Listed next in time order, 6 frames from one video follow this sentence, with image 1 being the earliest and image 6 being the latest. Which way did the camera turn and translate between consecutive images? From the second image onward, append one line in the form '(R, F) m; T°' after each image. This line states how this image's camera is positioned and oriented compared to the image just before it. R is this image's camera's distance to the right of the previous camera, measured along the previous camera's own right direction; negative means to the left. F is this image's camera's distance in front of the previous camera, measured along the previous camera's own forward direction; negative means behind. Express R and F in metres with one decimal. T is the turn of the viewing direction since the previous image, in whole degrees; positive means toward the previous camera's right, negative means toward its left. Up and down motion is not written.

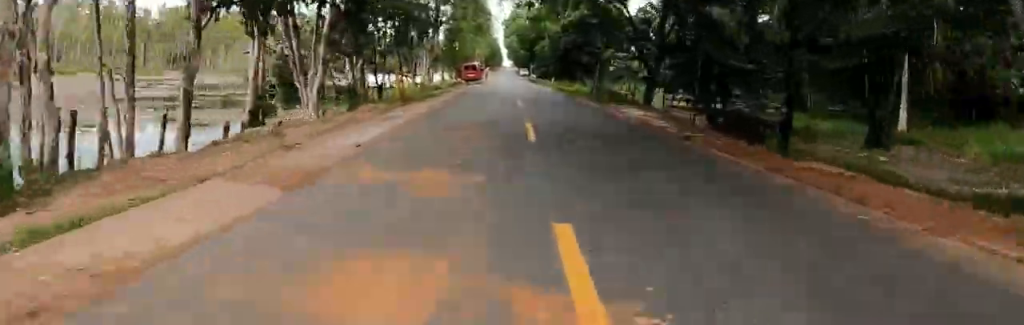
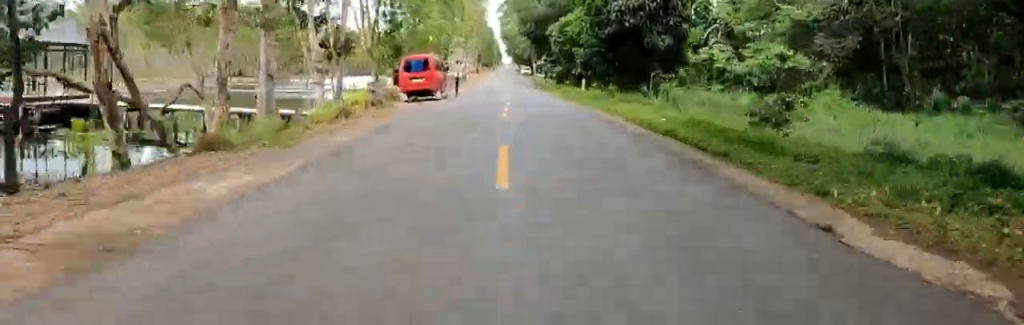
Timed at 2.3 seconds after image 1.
(0.0, +28.5) m; 0°
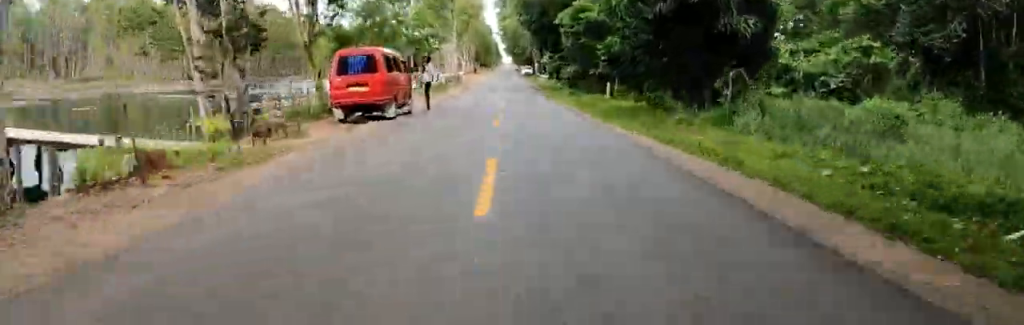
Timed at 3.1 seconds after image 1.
(0.0, +9.6) m; 0°
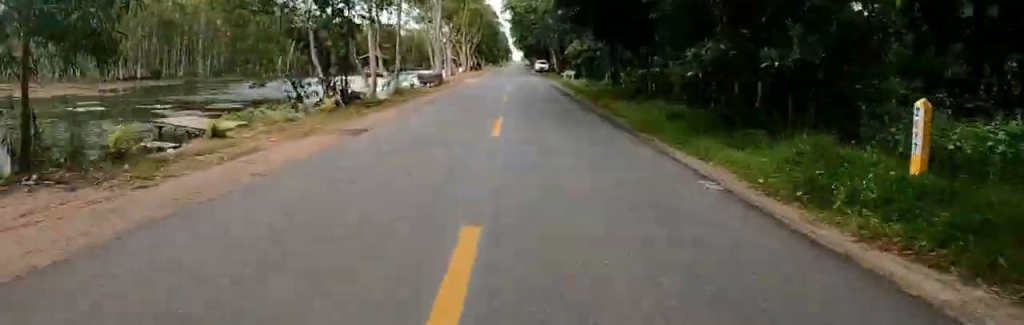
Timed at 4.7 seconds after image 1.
(-0.9, +20.1) m; -5°
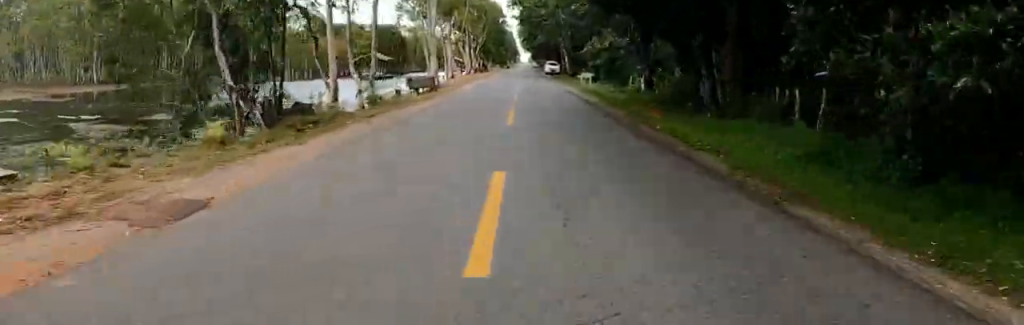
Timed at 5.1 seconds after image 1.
(-0.2, +6.1) m; -1°
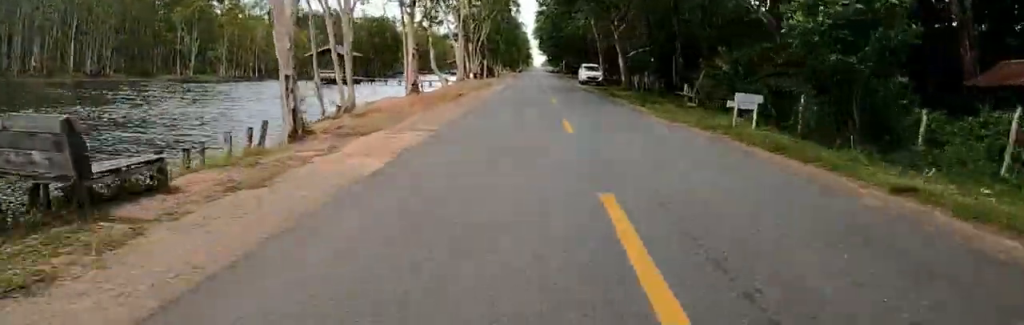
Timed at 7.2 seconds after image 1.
(+0.6, +27.2) m; +1°
